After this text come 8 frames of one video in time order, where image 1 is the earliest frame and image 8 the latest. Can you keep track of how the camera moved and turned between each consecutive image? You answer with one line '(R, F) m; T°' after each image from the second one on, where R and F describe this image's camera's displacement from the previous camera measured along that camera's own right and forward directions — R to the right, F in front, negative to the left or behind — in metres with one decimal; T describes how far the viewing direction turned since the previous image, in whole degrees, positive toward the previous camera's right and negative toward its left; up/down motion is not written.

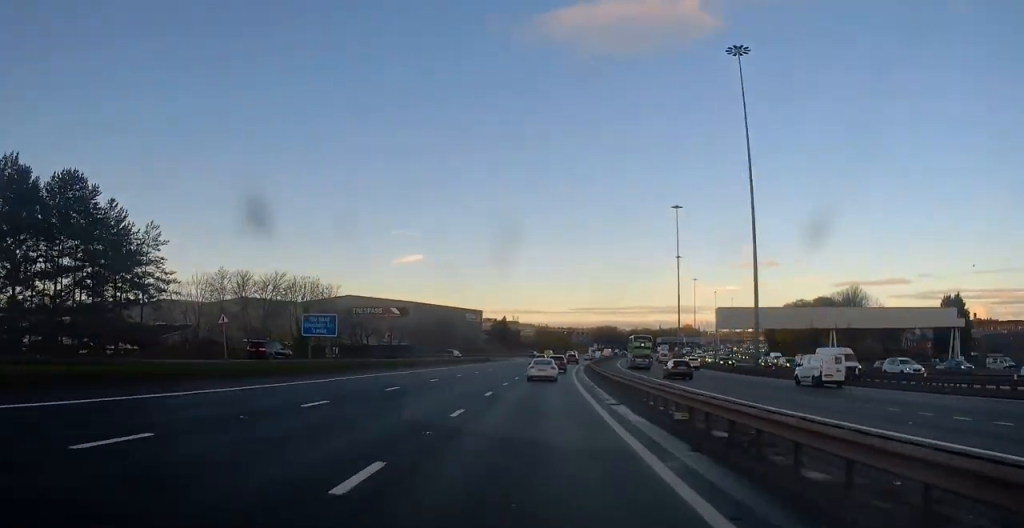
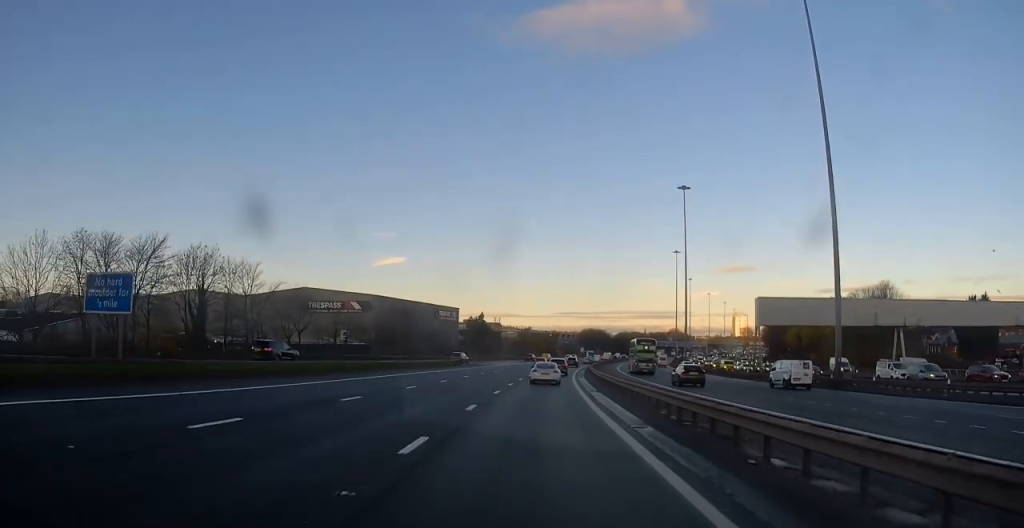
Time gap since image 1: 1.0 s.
(+0.6, +22.6) m; +2°
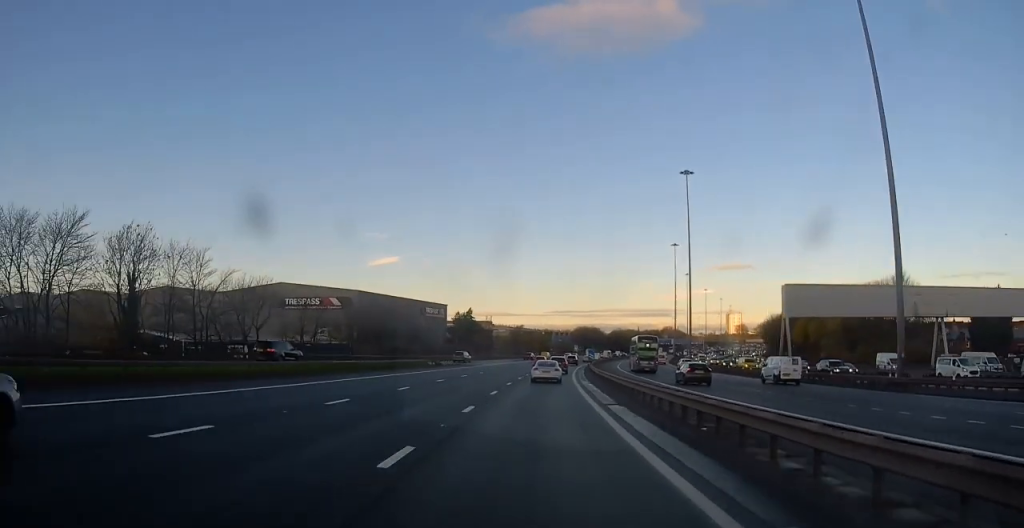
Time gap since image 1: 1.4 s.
(+0.1, +9.8) m; +1°
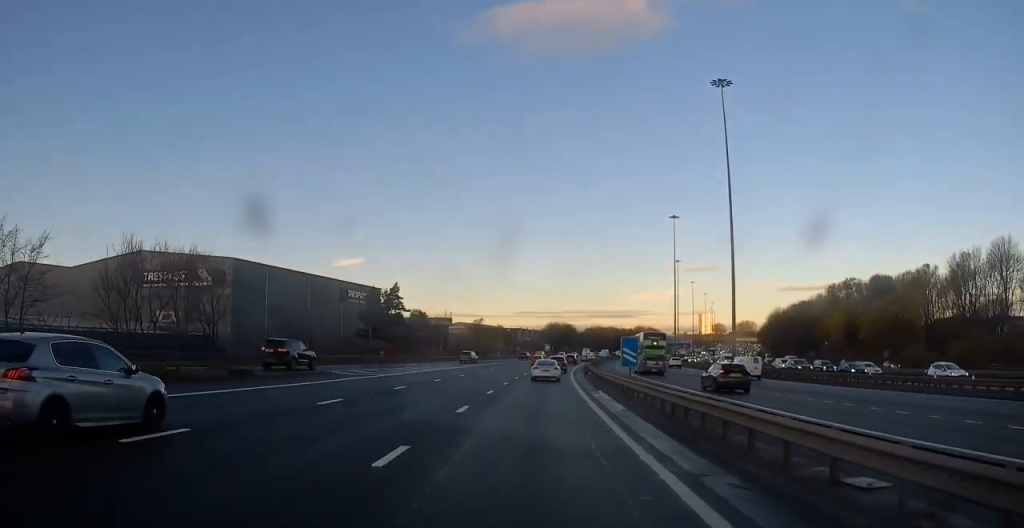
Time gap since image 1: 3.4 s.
(+0.3, +44.1) m; +3°
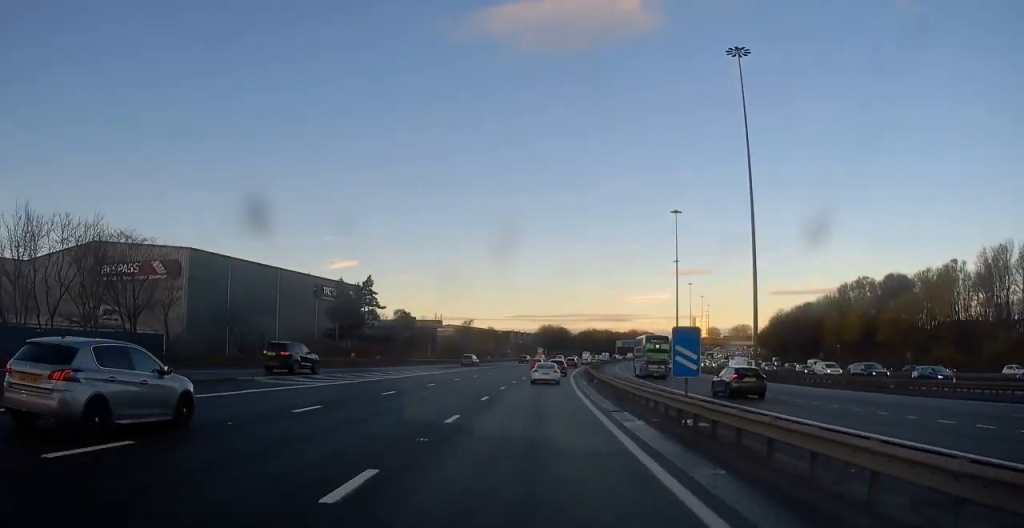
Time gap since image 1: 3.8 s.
(+0.4, +10.6) m; +1°
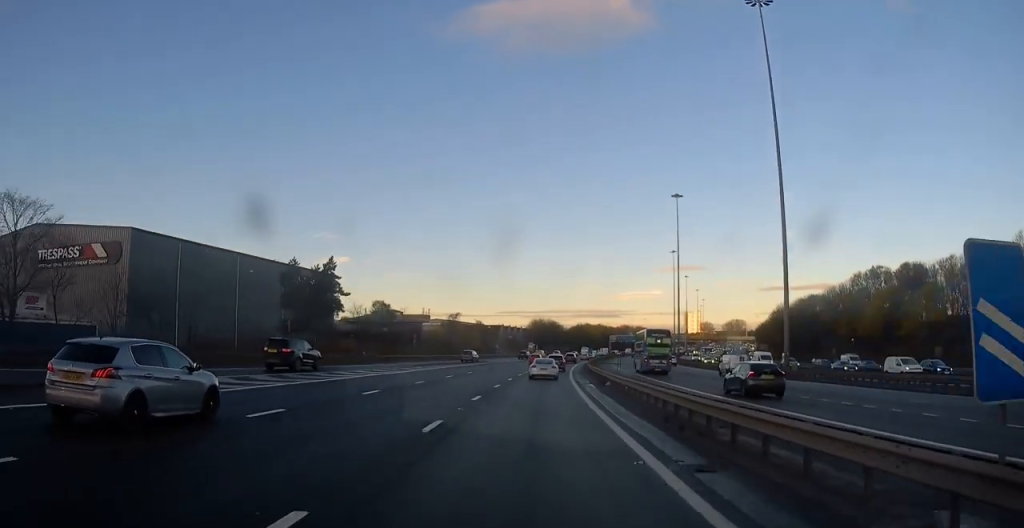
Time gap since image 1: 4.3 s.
(+0.2, +11.3) m; +1°
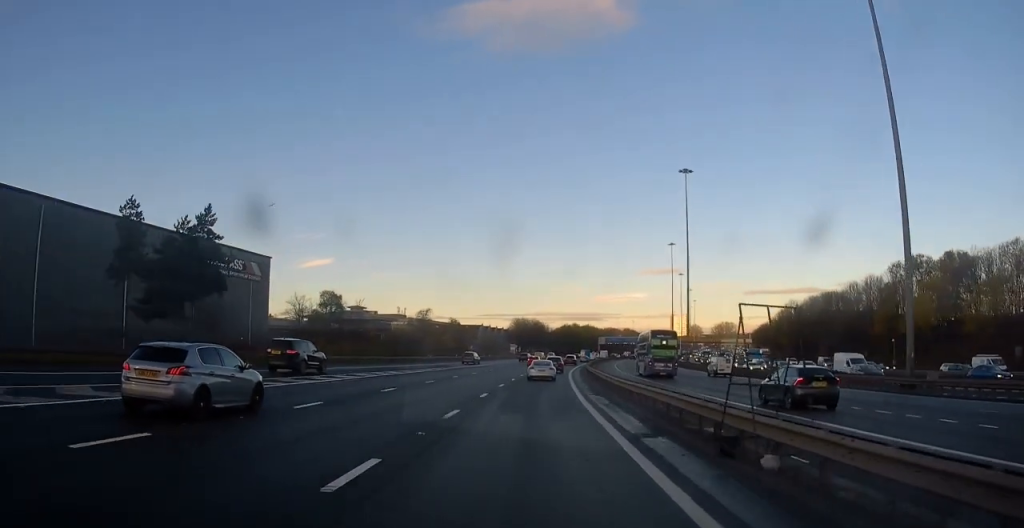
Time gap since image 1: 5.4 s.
(-0.1, +23.3) m; 0°
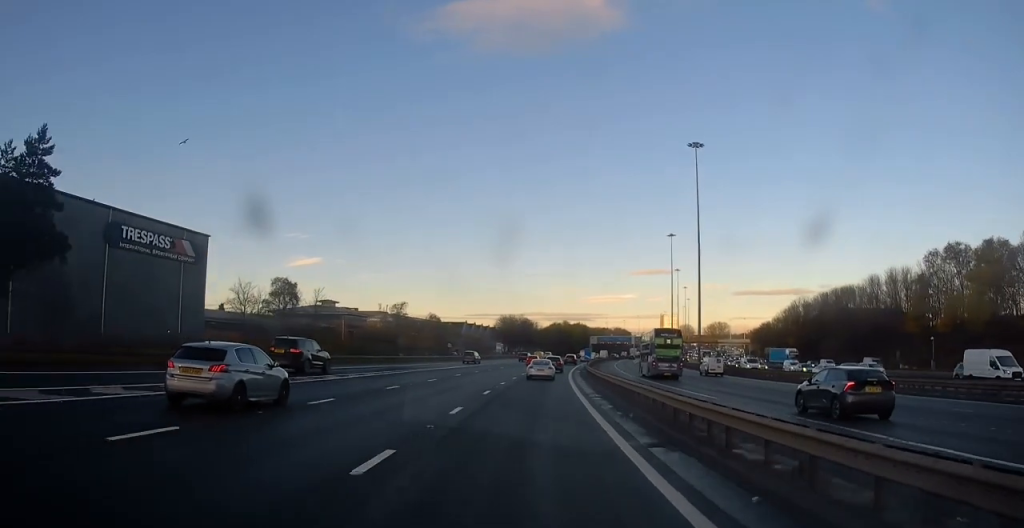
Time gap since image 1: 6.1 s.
(0.0, +16.4) m; +1°
